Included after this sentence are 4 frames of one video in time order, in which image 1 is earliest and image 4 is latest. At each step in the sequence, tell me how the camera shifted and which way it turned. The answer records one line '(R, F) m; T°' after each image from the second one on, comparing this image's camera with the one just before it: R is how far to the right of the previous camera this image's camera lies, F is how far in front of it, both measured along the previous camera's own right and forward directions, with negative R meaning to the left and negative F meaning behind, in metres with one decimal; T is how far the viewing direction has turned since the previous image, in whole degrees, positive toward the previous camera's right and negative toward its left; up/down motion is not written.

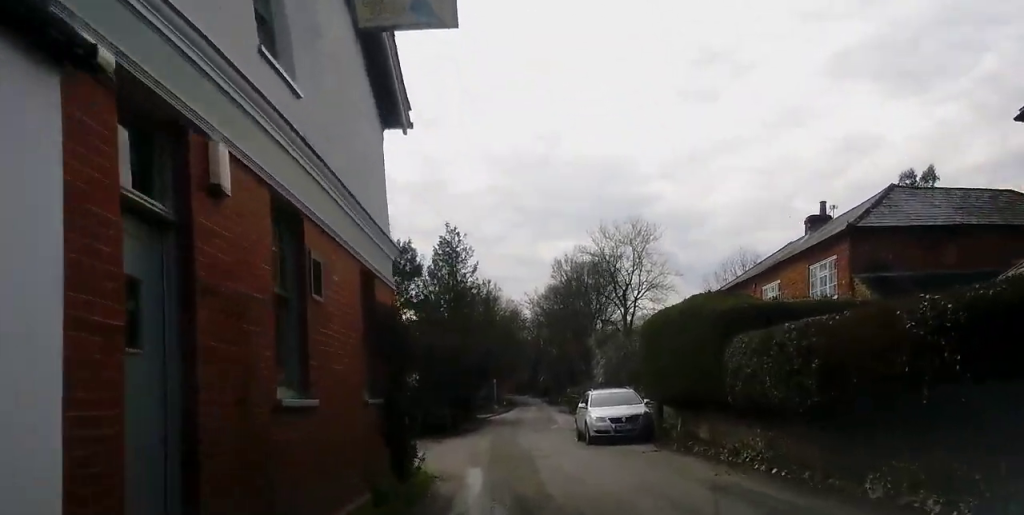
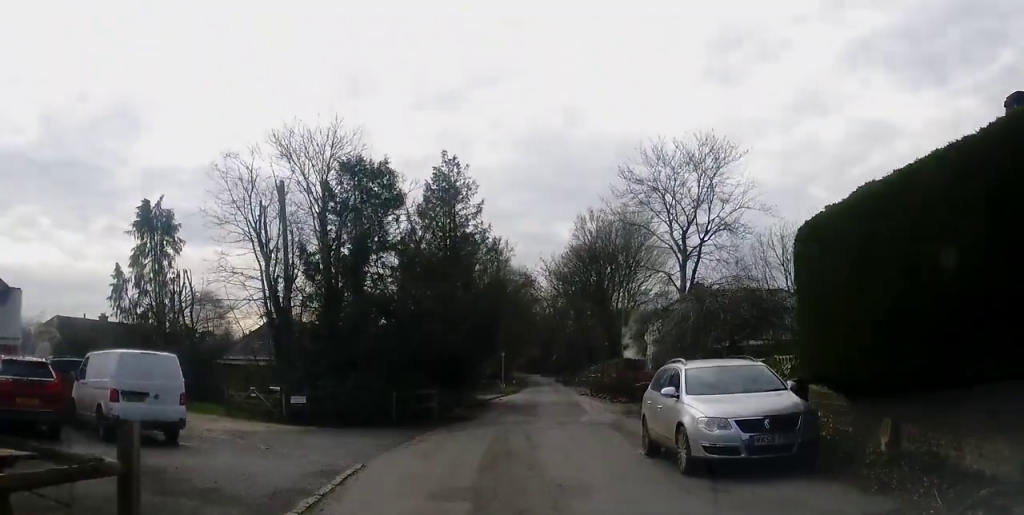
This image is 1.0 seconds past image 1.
(-0.5, +11.0) m; -1°
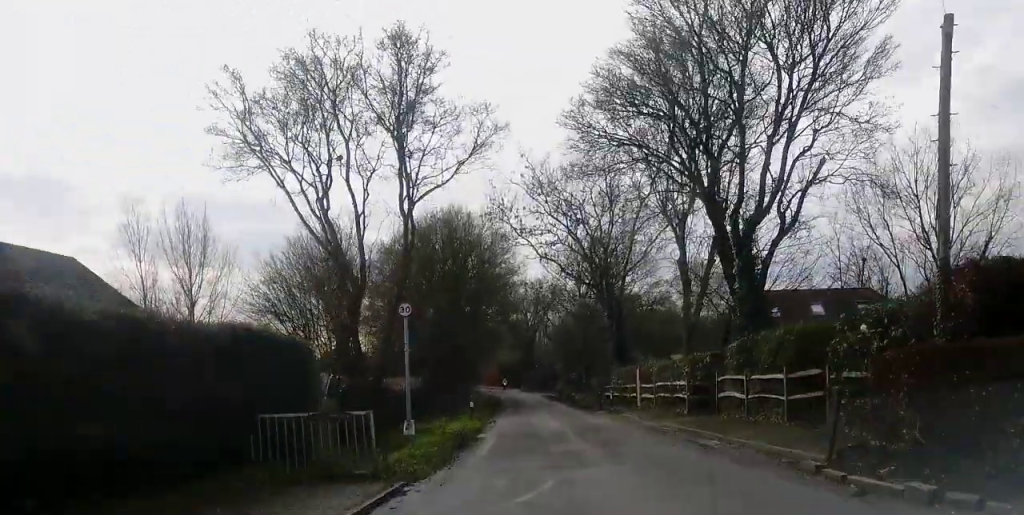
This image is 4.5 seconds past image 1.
(+1.0, +43.0) m; +2°
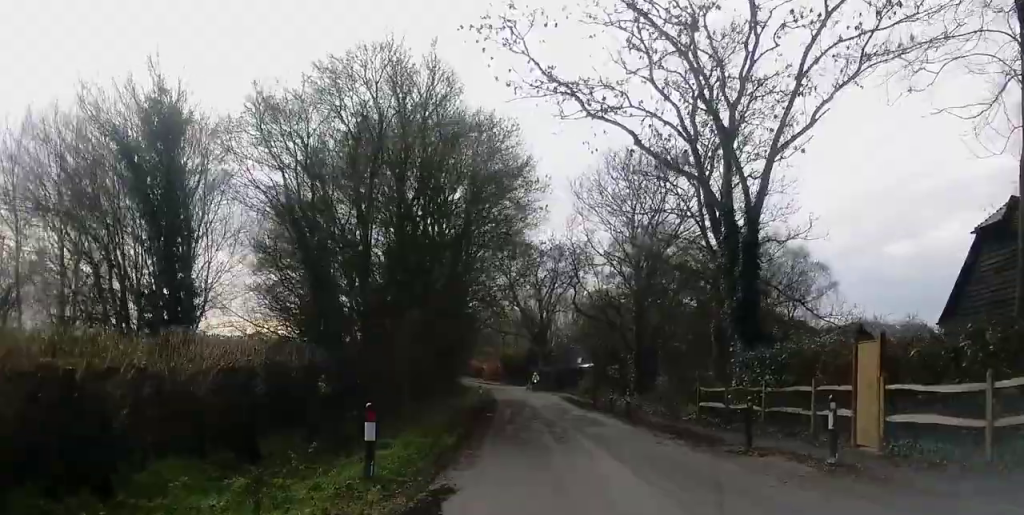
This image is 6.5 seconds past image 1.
(-0.3, +24.7) m; 0°
